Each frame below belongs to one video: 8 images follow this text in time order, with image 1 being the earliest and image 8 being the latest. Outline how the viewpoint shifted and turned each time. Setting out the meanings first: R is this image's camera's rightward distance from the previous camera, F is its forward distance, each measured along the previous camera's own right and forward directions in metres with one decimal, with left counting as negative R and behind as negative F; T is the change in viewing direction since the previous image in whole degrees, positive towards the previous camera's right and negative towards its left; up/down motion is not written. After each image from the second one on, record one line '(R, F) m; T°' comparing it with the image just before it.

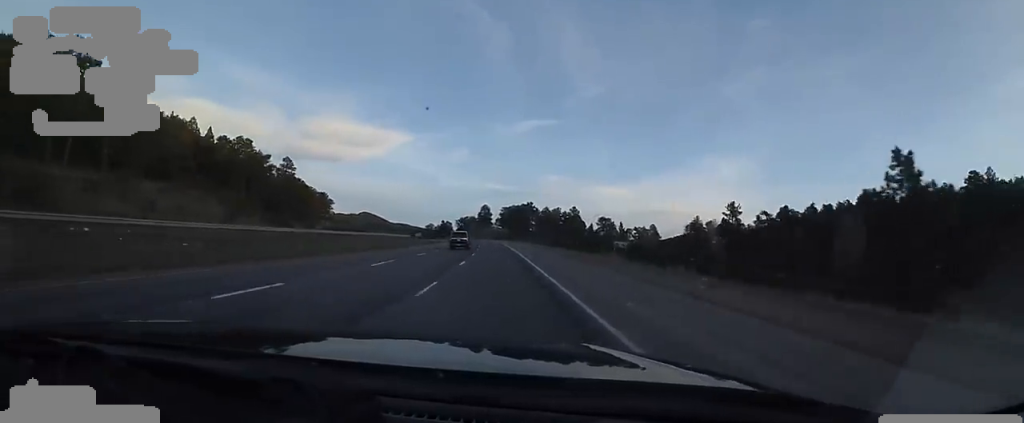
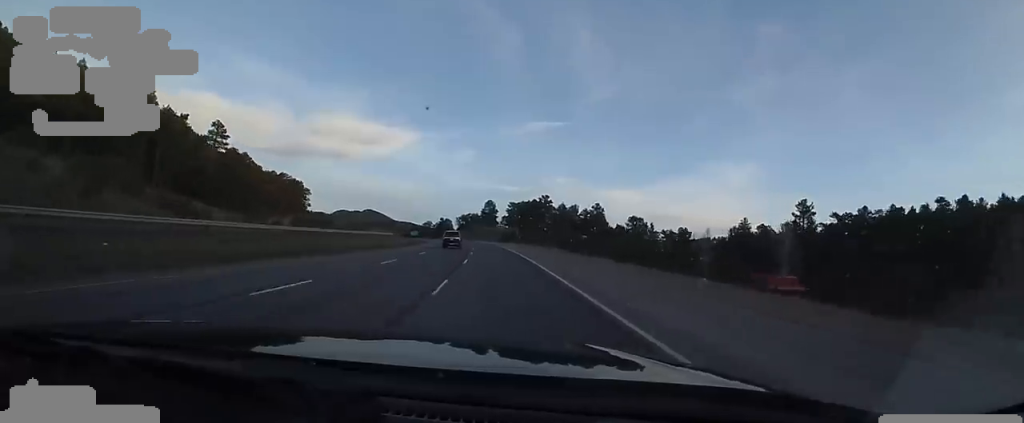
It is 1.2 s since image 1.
(+0.2, +35.7) m; 0°
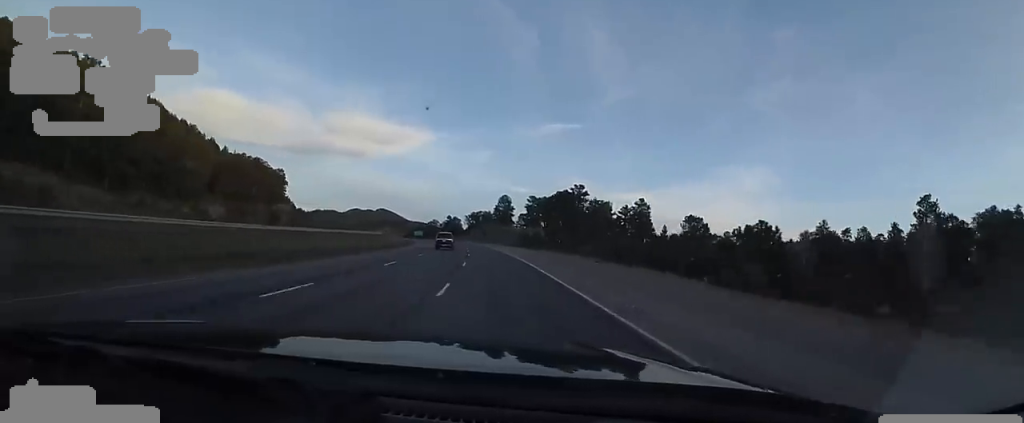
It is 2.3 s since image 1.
(-0.5, +35.8) m; -1°
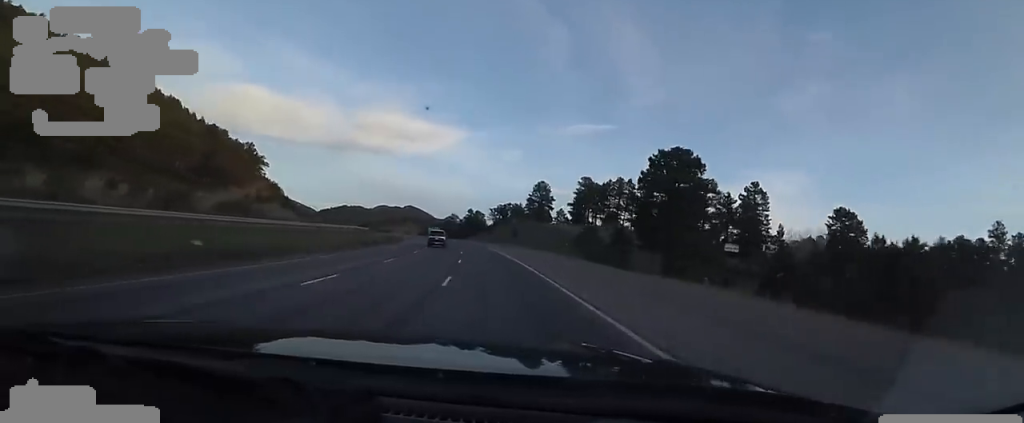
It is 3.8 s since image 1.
(-1.8, +46.0) m; -5°
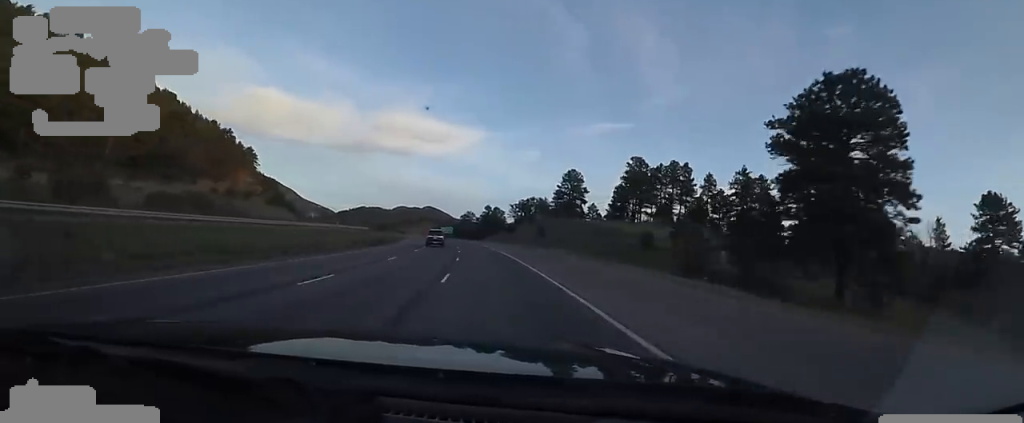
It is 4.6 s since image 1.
(-0.6, +23.7) m; -2°
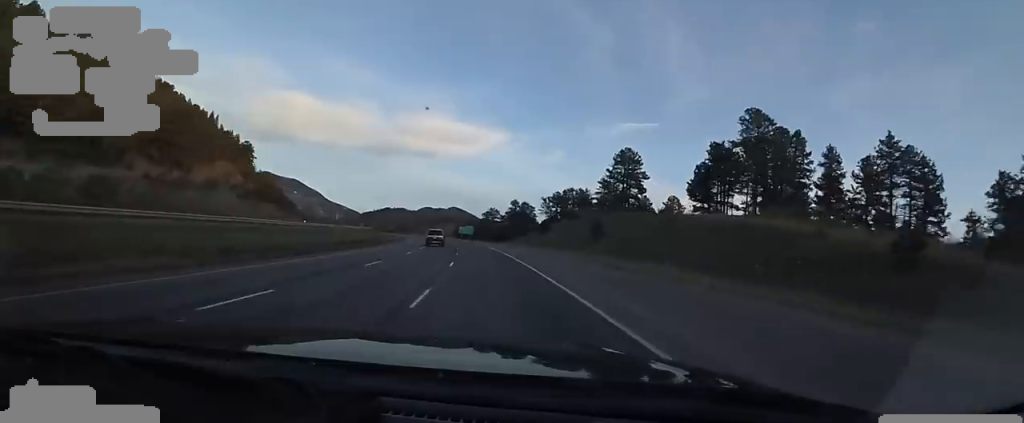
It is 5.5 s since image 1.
(0.0, +29.3) m; -3°
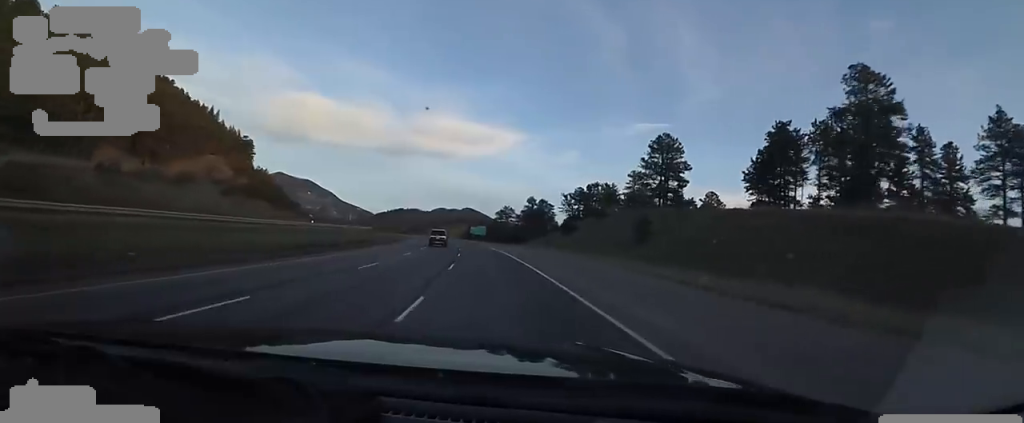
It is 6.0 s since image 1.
(-0.5, +13.8) m; -3°
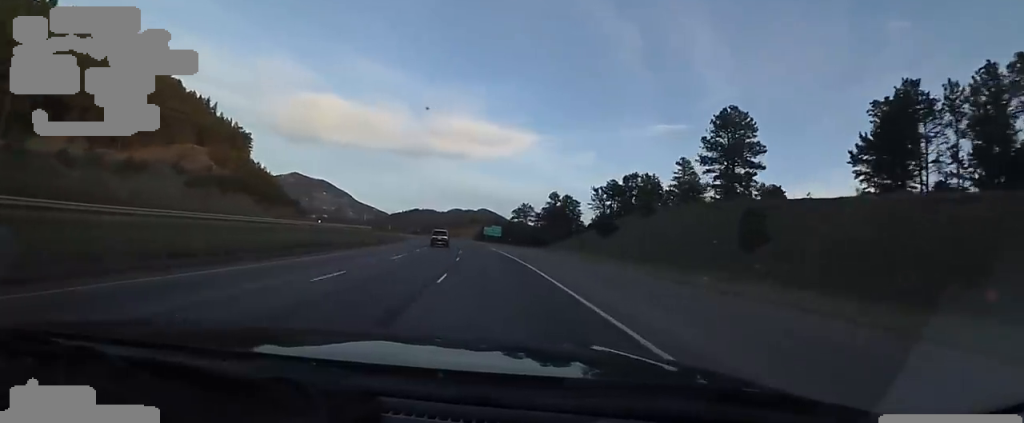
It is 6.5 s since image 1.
(-0.5, +18.1) m; -2°
